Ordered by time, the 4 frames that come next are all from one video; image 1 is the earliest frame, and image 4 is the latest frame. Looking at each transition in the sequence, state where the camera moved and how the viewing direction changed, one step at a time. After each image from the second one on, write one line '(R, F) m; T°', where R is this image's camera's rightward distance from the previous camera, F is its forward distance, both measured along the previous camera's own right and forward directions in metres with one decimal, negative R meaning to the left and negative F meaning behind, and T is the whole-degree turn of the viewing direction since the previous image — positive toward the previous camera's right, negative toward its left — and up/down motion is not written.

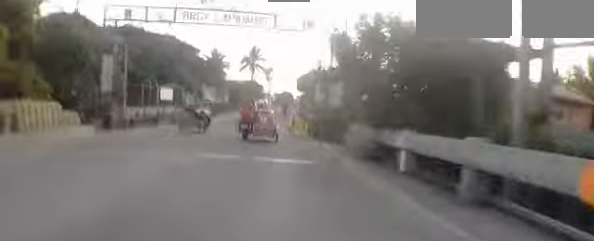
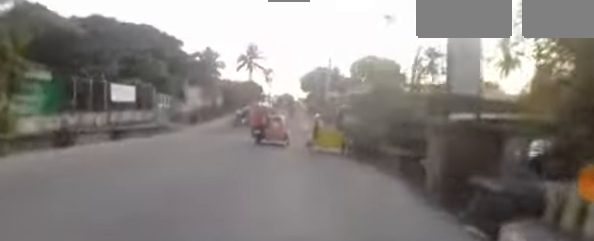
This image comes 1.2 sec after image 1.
(+0.4, +9.1) m; -3°
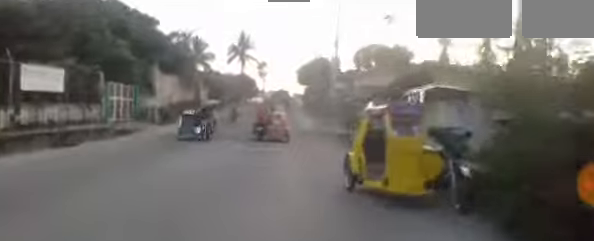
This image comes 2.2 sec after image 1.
(-0.5, +6.9) m; -7°
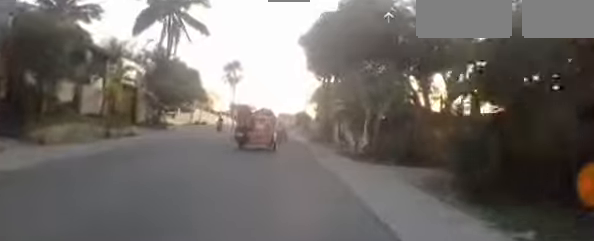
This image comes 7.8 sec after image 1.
(+5.4, +45.4) m; +5°
